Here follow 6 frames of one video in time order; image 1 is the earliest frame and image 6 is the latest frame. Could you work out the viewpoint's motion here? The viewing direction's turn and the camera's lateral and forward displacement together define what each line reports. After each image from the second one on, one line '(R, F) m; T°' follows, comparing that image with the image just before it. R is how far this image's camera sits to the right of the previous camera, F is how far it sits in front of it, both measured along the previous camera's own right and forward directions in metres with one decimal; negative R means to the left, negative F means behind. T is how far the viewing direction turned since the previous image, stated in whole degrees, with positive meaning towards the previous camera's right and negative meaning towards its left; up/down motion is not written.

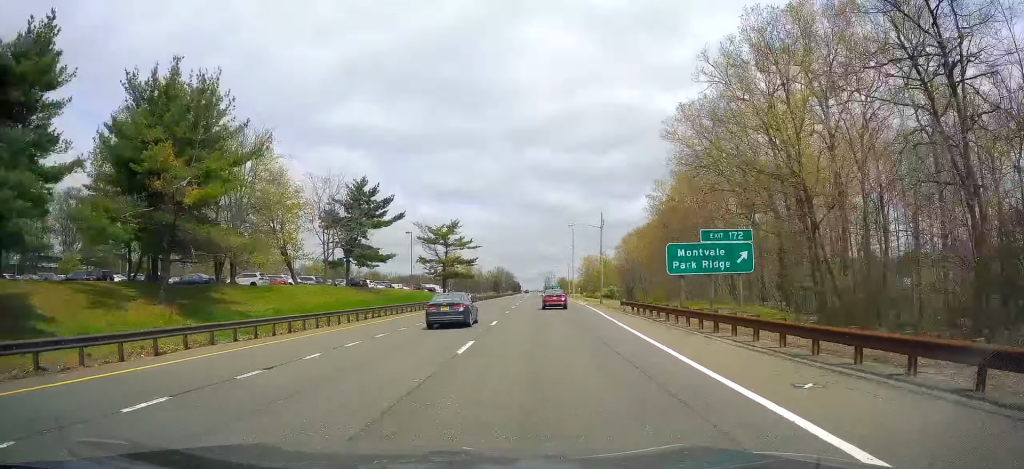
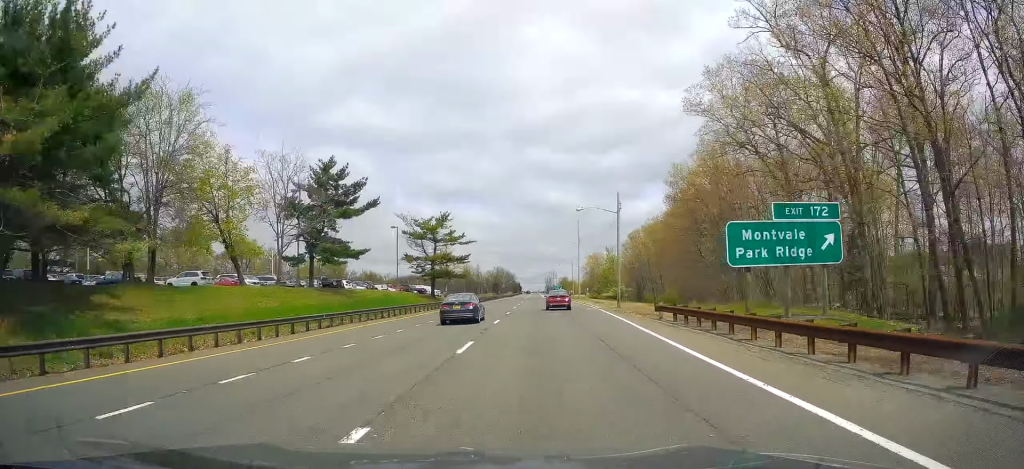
(+0.1, +11.4) m; 0°
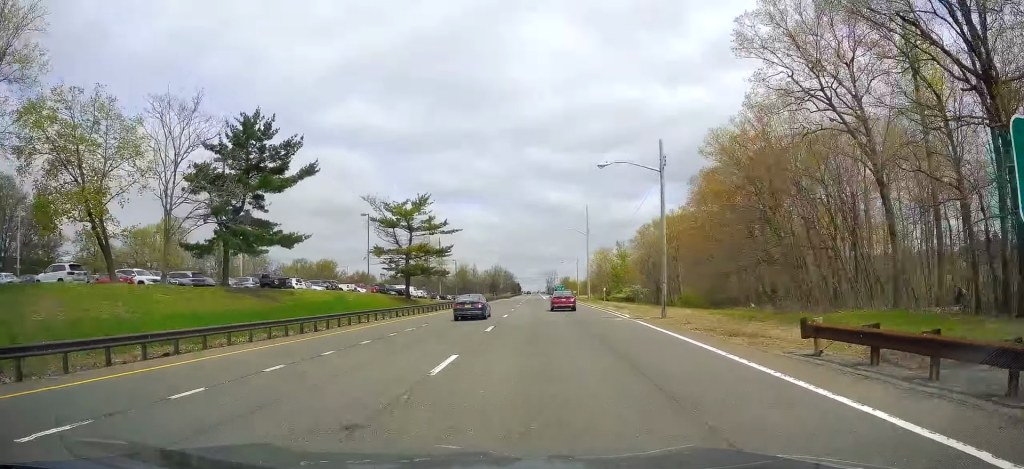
(-0.3, +16.4) m; 0°
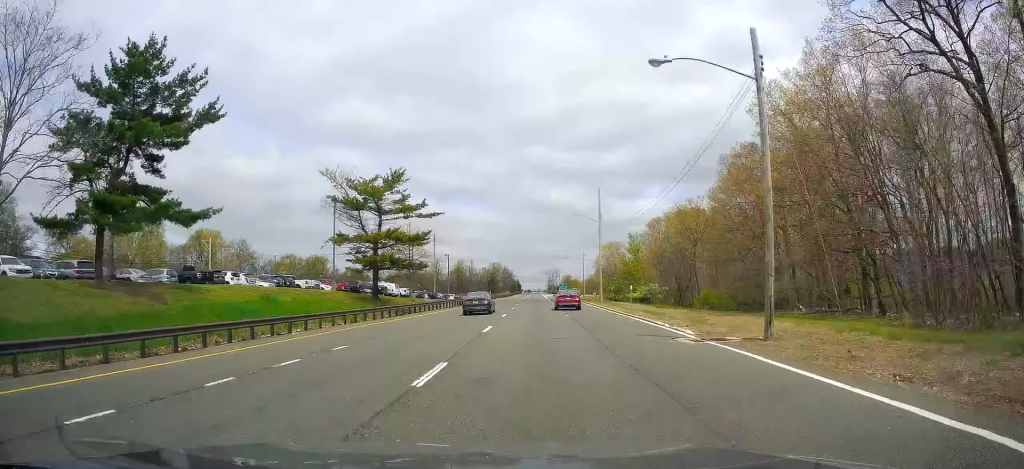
(-0.1, +13.7) m; 0°
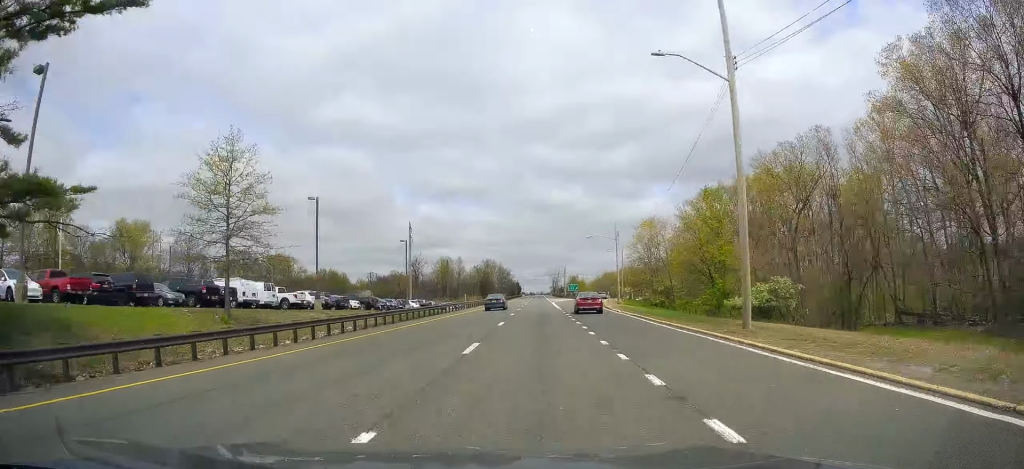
(+0.5, +43.2) m; 0°
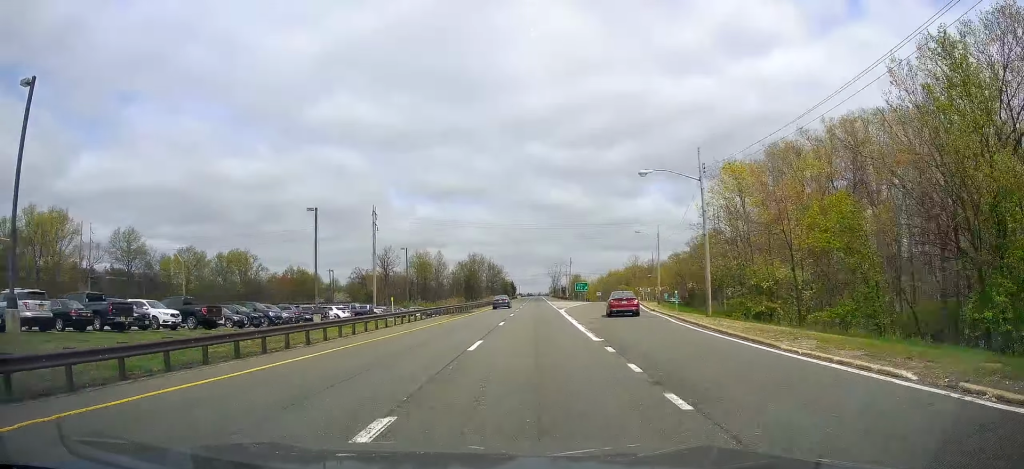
(-0.5, +33.9) m; -1°
